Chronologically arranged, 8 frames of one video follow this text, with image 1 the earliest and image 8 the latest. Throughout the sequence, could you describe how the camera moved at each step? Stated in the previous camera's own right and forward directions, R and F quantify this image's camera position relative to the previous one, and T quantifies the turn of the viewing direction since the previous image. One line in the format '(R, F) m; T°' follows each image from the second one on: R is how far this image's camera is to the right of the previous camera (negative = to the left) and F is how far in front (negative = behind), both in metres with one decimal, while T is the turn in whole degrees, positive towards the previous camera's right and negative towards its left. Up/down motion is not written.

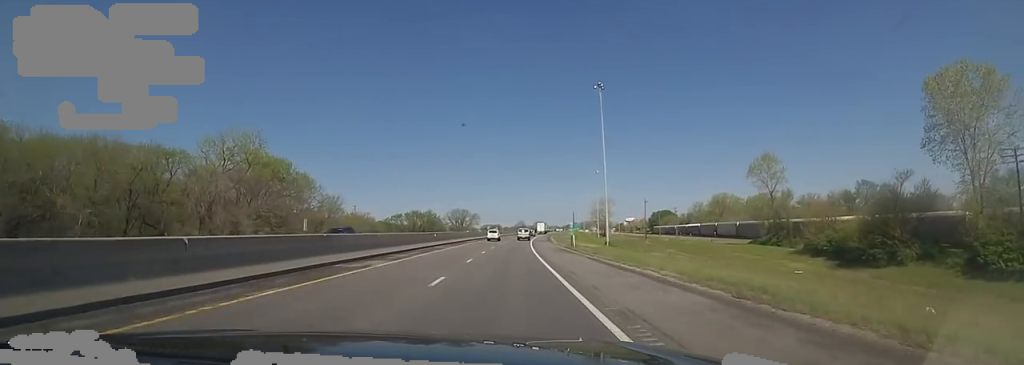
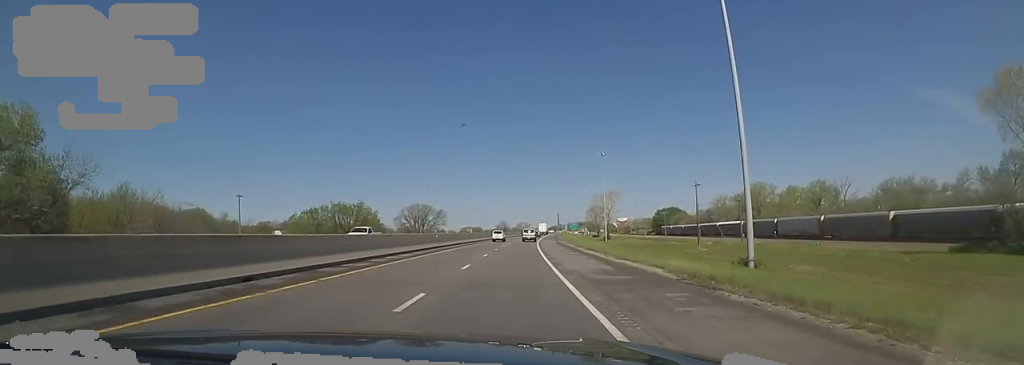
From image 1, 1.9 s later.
(-0.5, +62.4) m; +1°
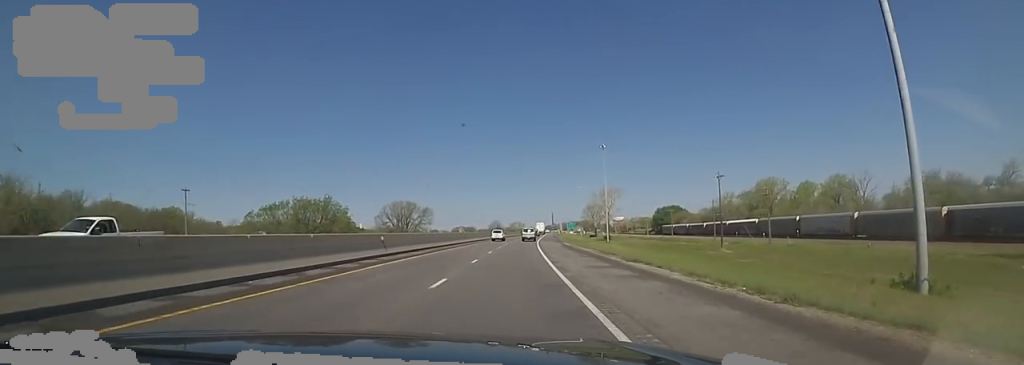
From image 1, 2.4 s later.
(+0.2, +16.3) m; +1°
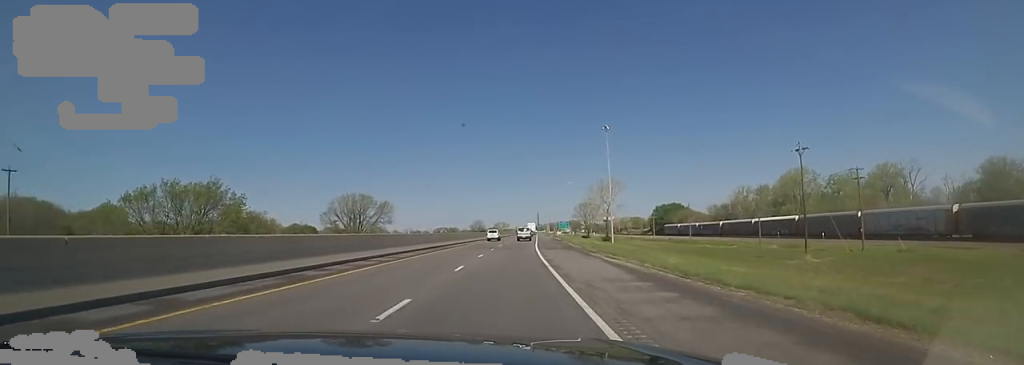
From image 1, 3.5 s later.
(+1.1, +33.9) m; +2°
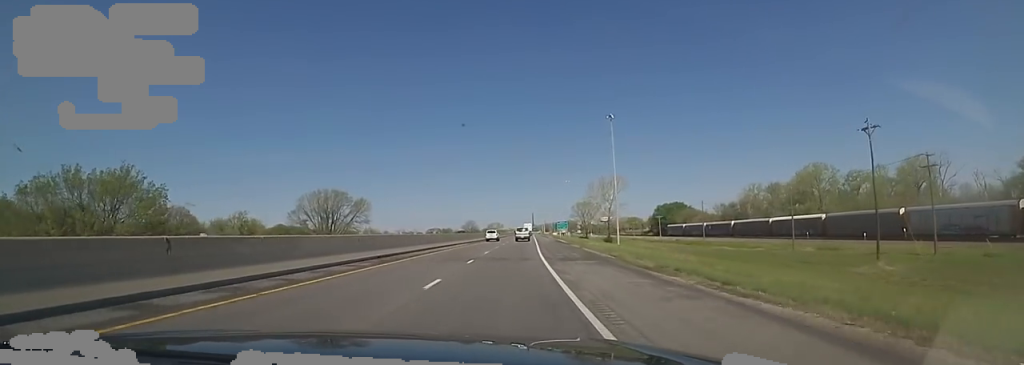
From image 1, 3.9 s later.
(-0.1, +15.3) m; 0°
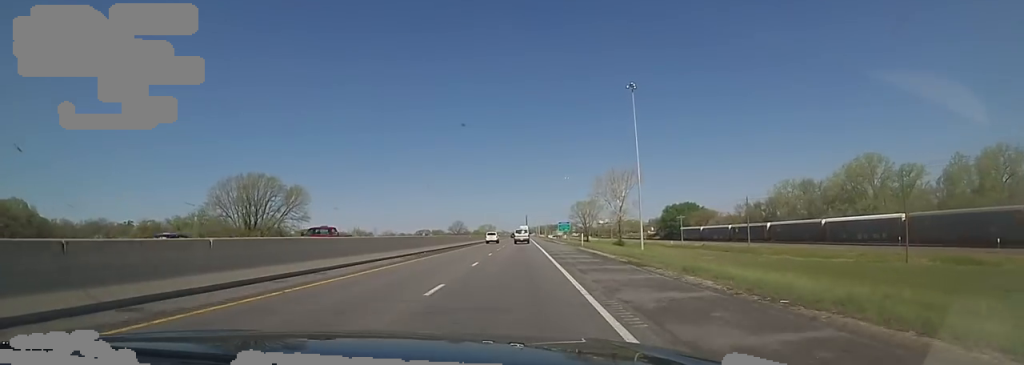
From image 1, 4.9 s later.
(+0.3, +30.5) m; 0°
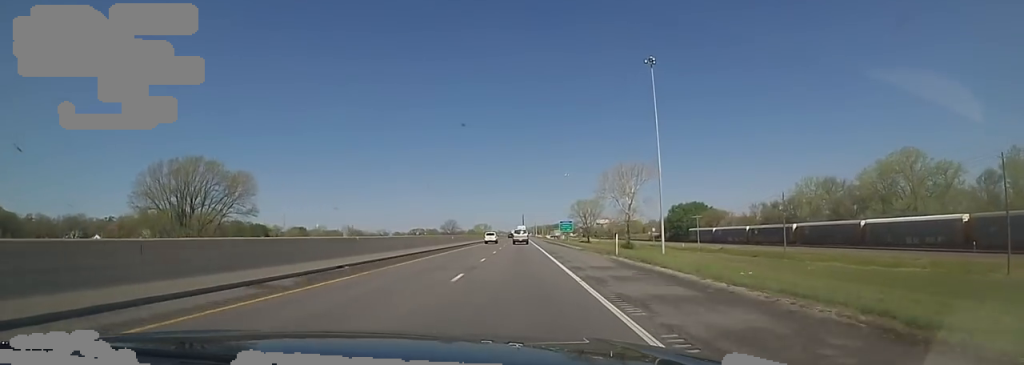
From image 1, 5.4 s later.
(+0.1, +16.3) m; 0°
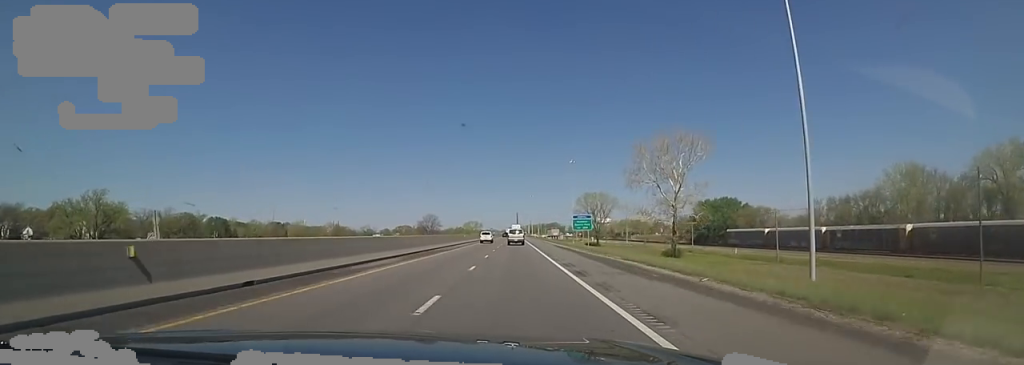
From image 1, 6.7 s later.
(-0.1, +44.3) m; +2°
